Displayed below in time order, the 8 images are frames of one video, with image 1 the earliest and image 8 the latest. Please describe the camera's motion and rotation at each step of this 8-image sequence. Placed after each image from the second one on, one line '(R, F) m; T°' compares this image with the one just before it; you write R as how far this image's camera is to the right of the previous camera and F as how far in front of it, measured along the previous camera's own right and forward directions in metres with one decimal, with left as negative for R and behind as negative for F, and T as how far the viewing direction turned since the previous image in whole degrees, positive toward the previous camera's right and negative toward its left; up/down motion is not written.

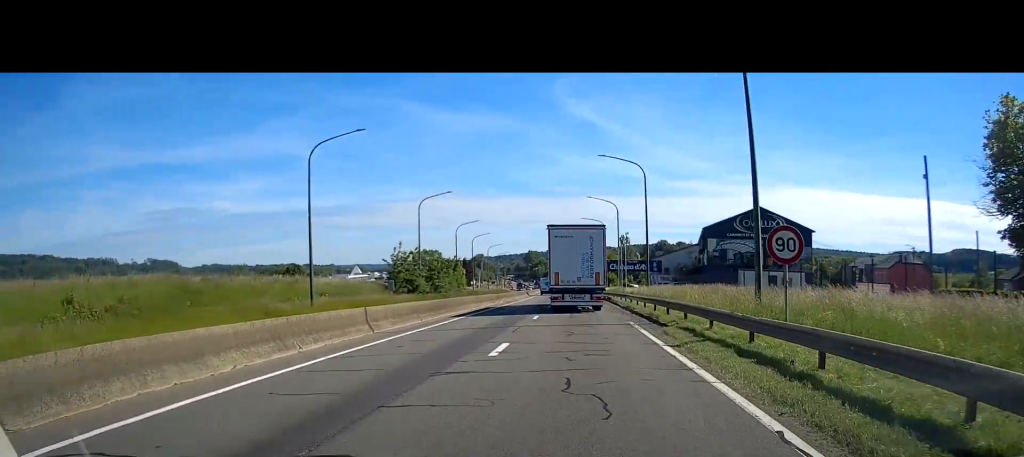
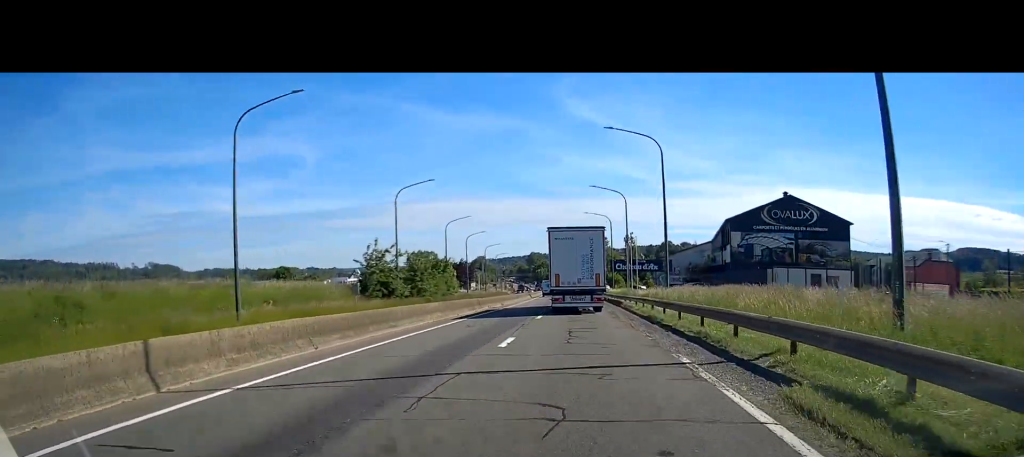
(-0.1, +10.8) m; -1°
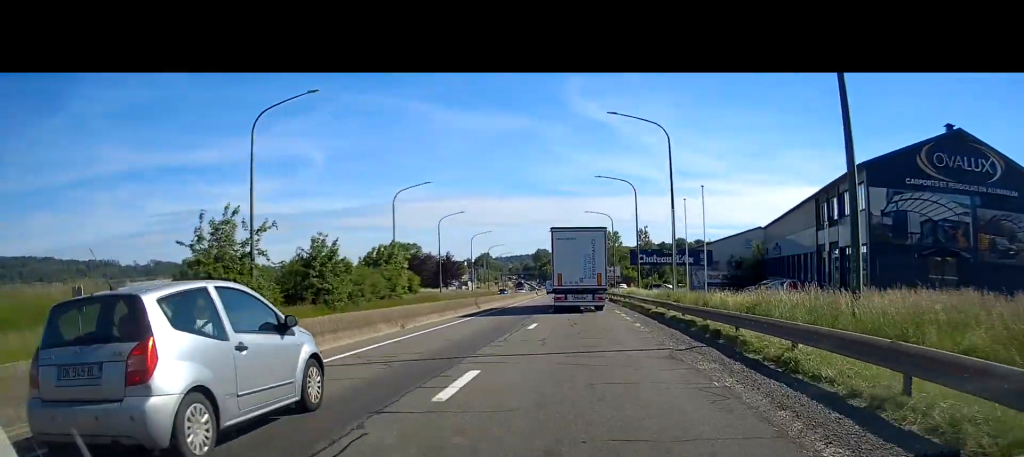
(0.0, +31.7) m; 0°
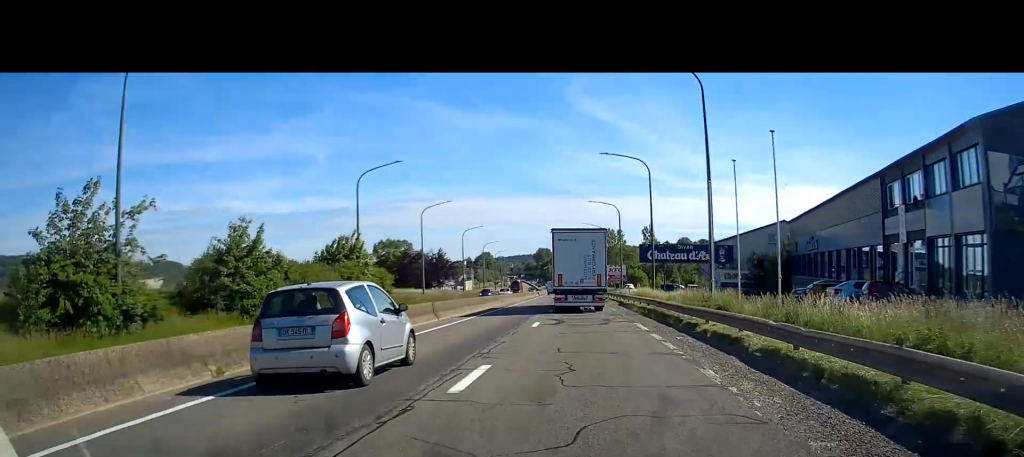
(0.0, +11.7) m; 0°
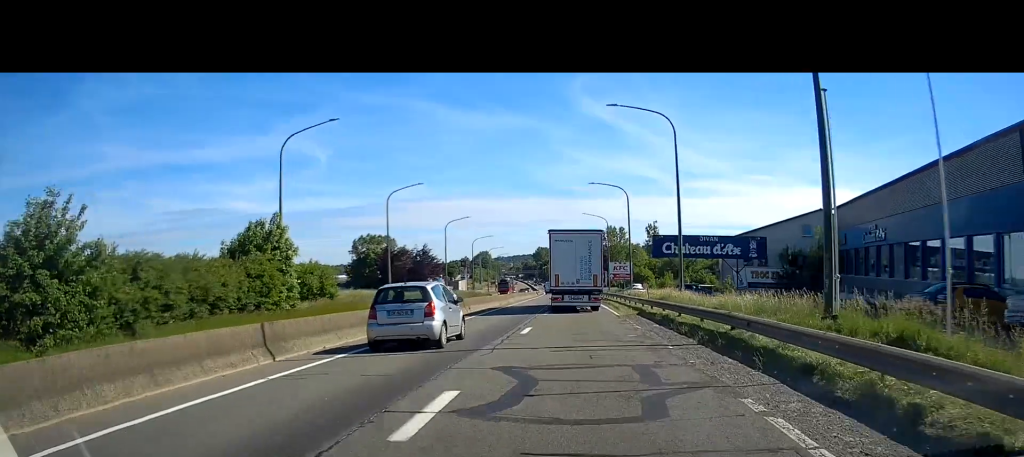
(0.0, +15.6) m; 0°
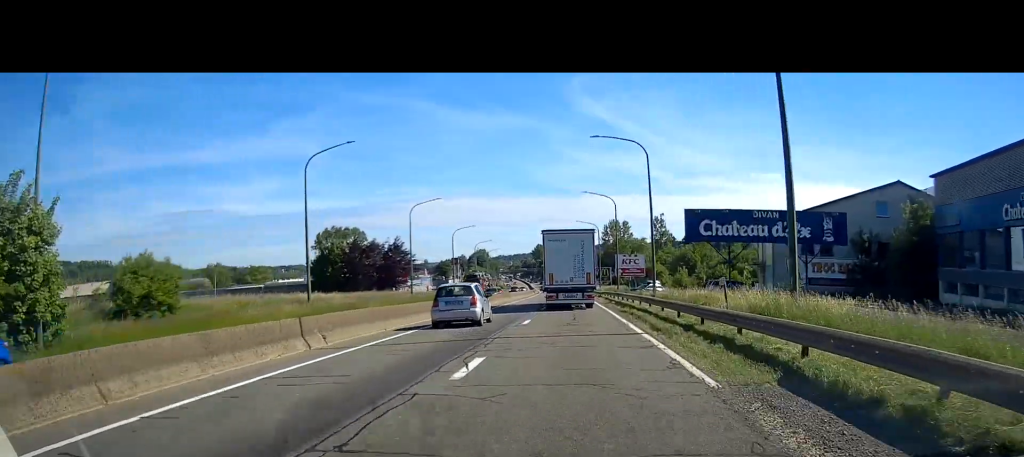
(0.0, +22.0) m; 0°
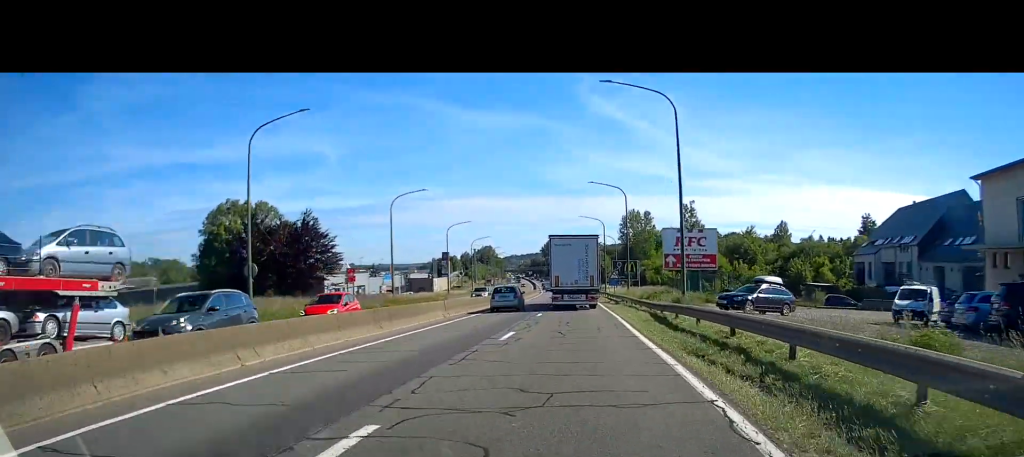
(-0.4, +44.7) m; -2°
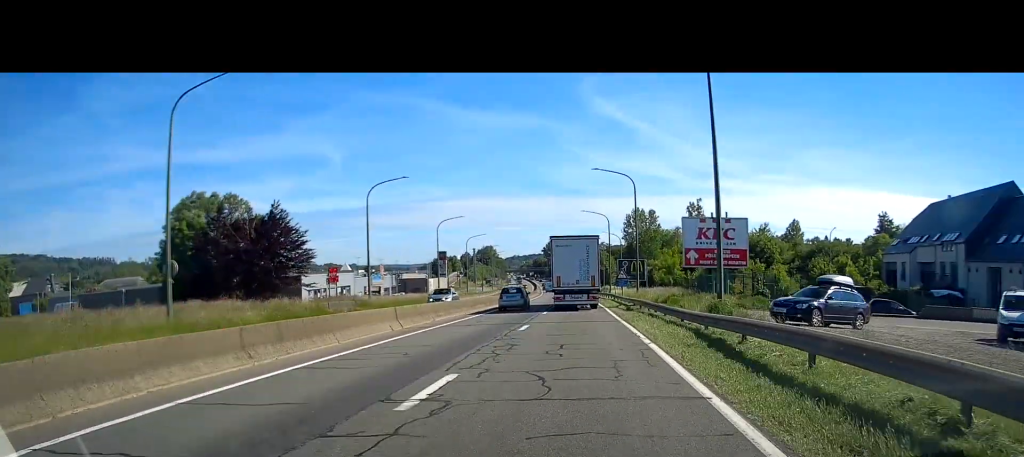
(-0.1, +9.0) m; 0°
